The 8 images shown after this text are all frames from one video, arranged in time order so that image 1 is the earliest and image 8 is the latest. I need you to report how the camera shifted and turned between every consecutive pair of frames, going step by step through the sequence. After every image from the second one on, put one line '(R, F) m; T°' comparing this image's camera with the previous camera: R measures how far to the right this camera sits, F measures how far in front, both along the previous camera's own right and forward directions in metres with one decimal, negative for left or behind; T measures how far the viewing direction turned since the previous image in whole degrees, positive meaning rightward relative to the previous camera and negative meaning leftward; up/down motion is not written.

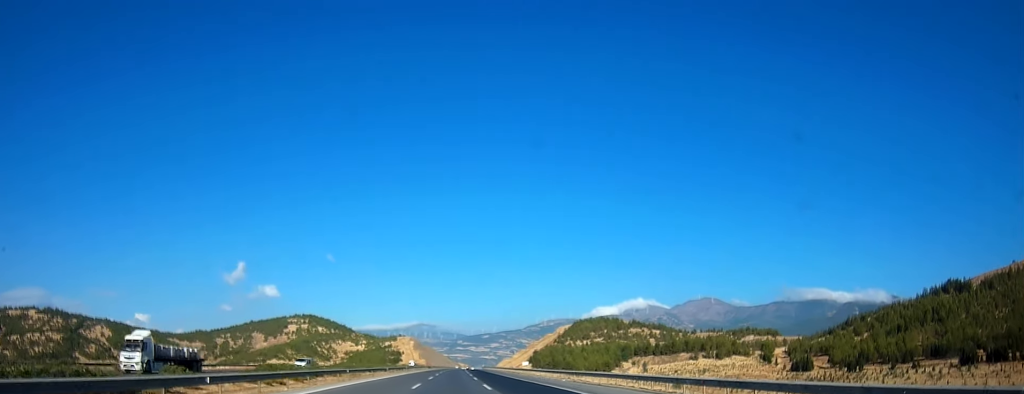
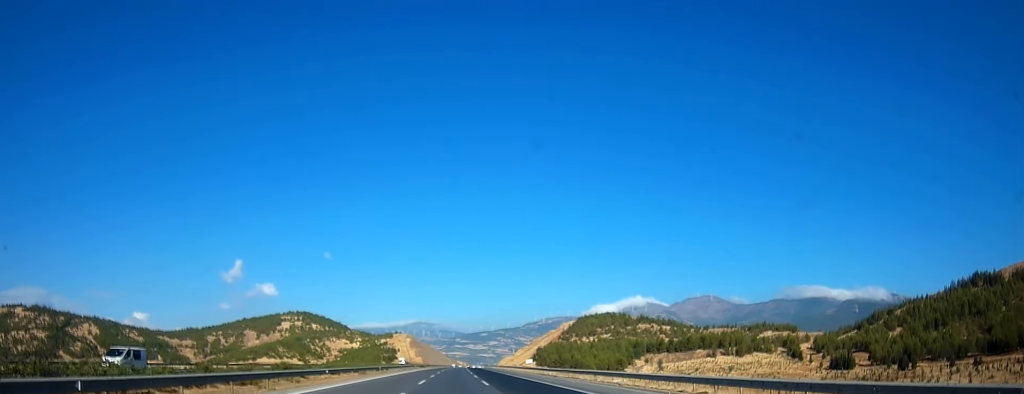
(0.0, +30.9) m; 0°
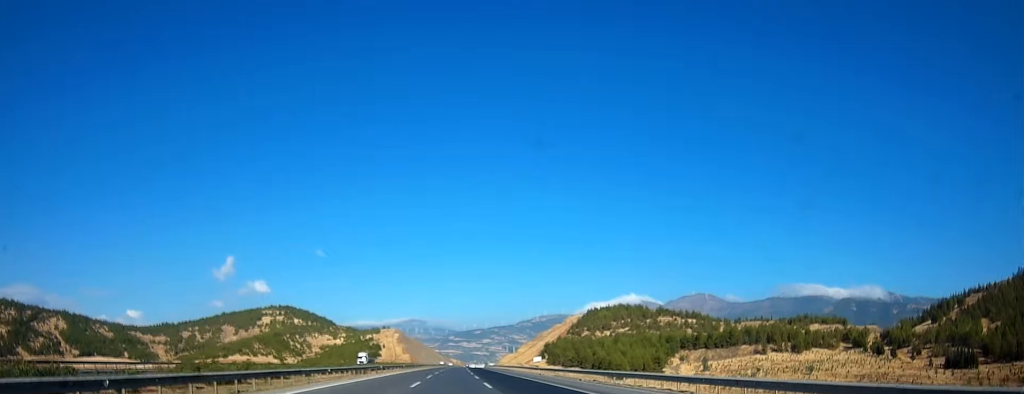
(+0.7, +70.4) m; 0°
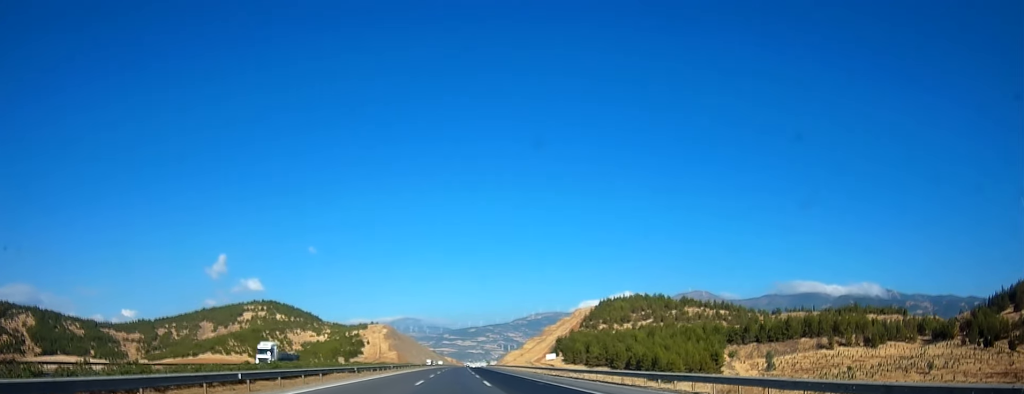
(-0.2, +63.6) m; +1°
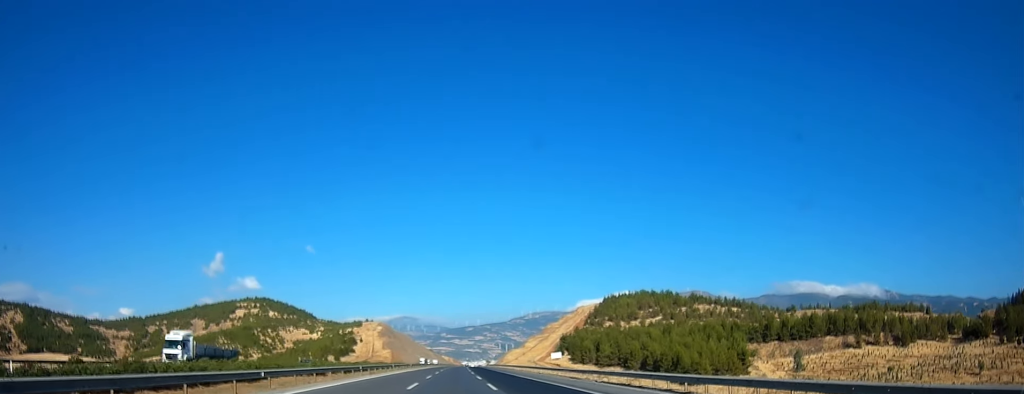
(+0.1, +21.4) m; +1°
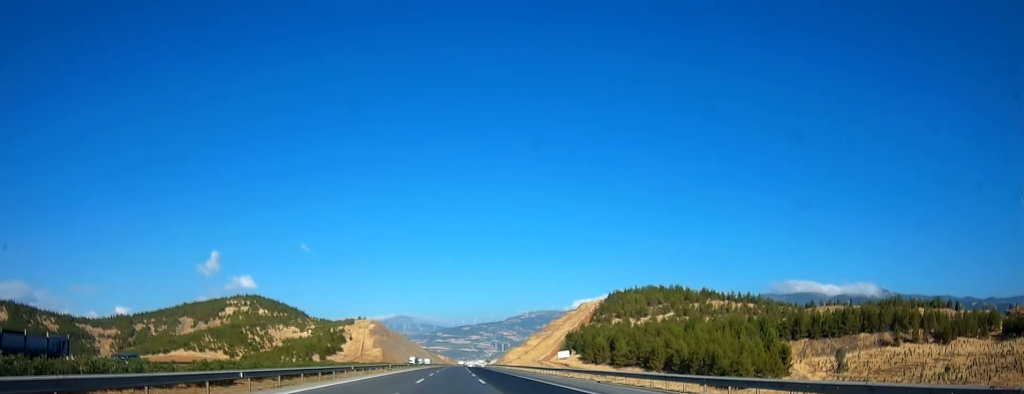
(+0.3, +26.1) m; +1°
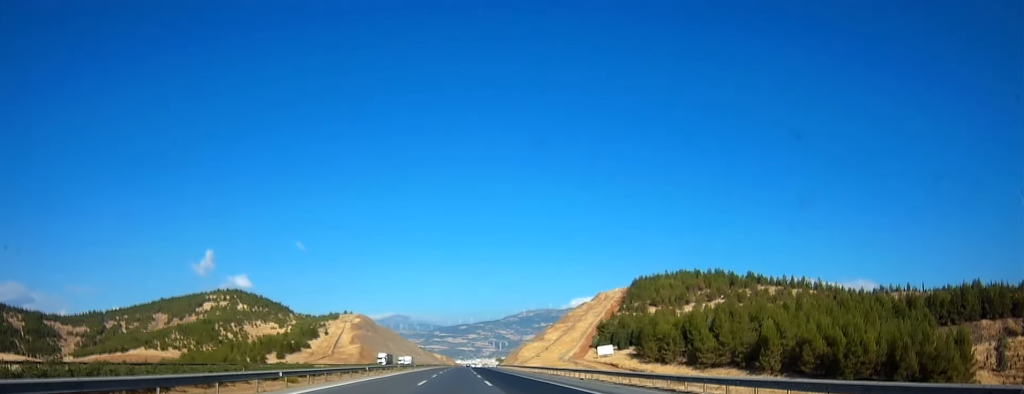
(-0.2, +67.5) m; -1°
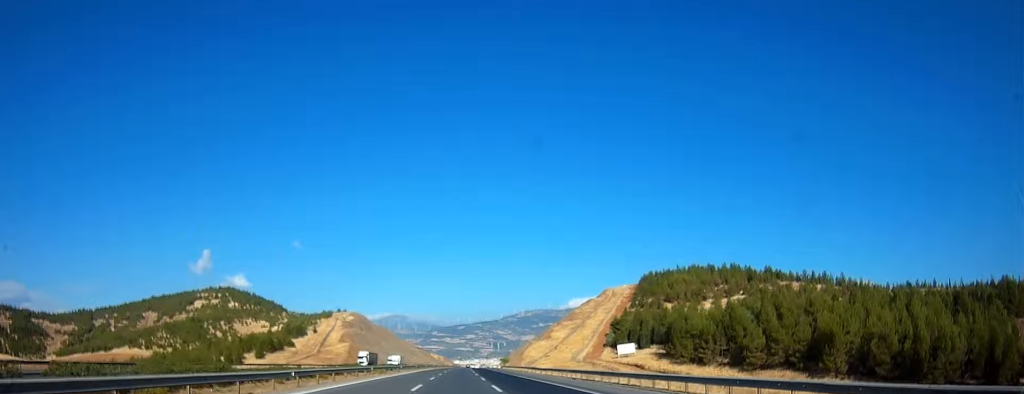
(-0.3, +22.1) m; 0°
